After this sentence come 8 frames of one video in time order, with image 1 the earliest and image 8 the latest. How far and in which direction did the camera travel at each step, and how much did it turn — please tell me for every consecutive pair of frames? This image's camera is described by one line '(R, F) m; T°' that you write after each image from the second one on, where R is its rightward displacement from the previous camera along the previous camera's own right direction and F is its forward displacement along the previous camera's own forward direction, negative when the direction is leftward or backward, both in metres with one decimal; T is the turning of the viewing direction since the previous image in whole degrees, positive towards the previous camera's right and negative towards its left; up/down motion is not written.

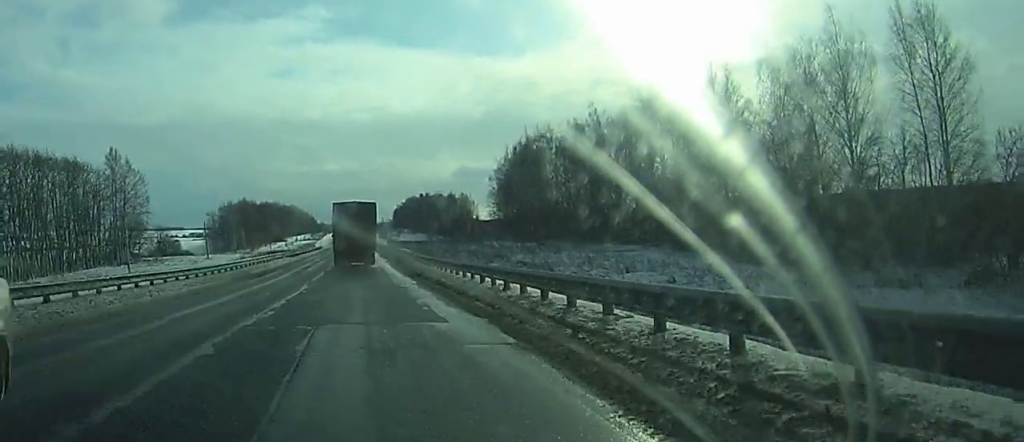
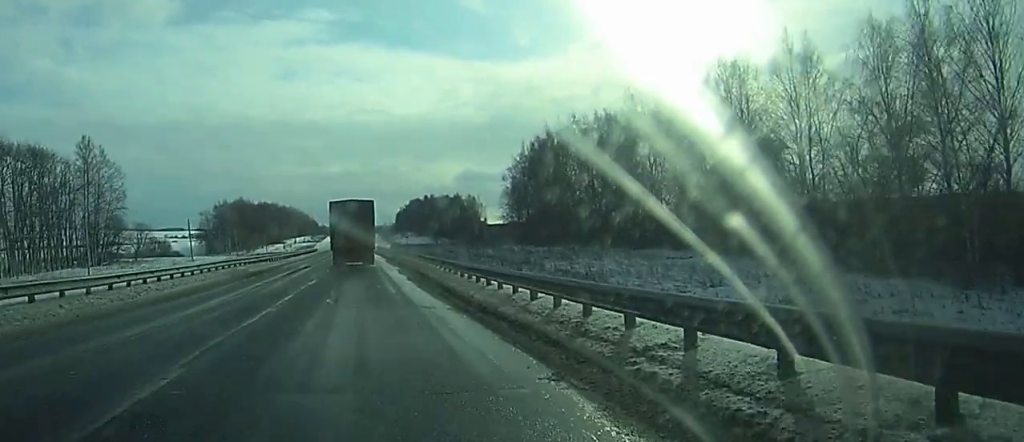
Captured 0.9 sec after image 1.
(+0.2, +20.9) m; +1°
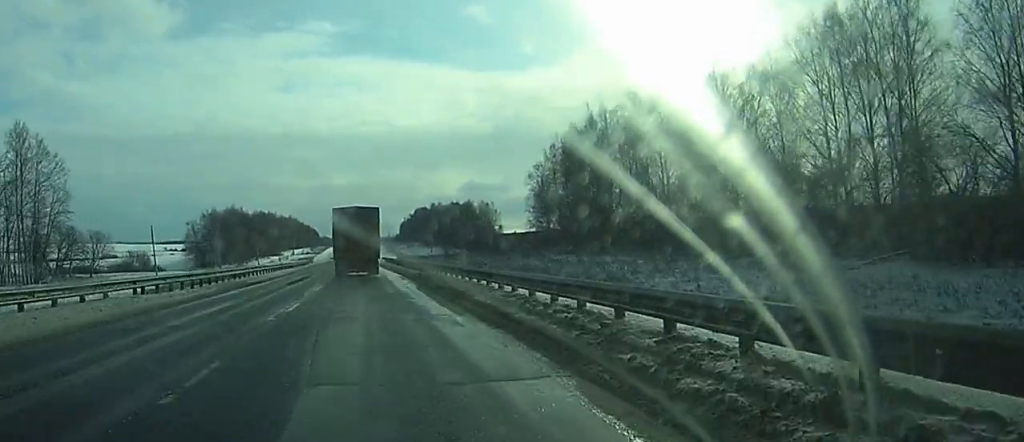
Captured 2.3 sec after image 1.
(-0.1, +35.2) m; -1°
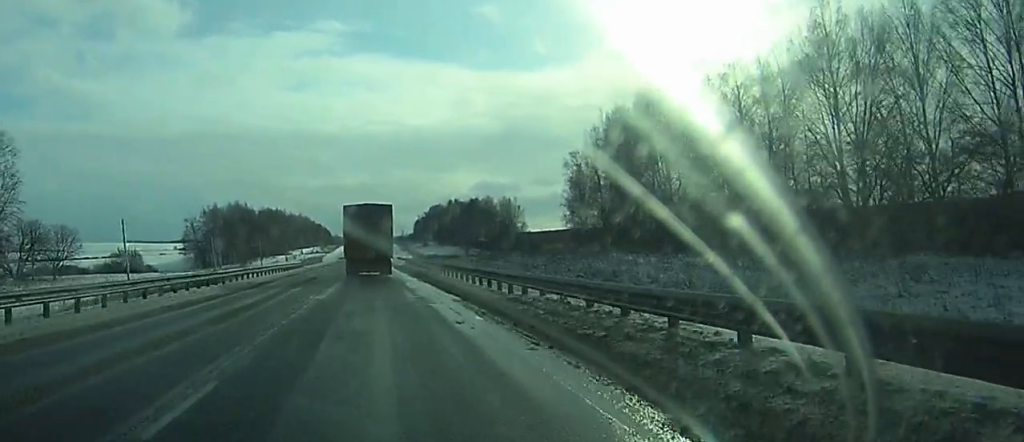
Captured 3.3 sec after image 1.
(-0.1, +25.8) m; 0°
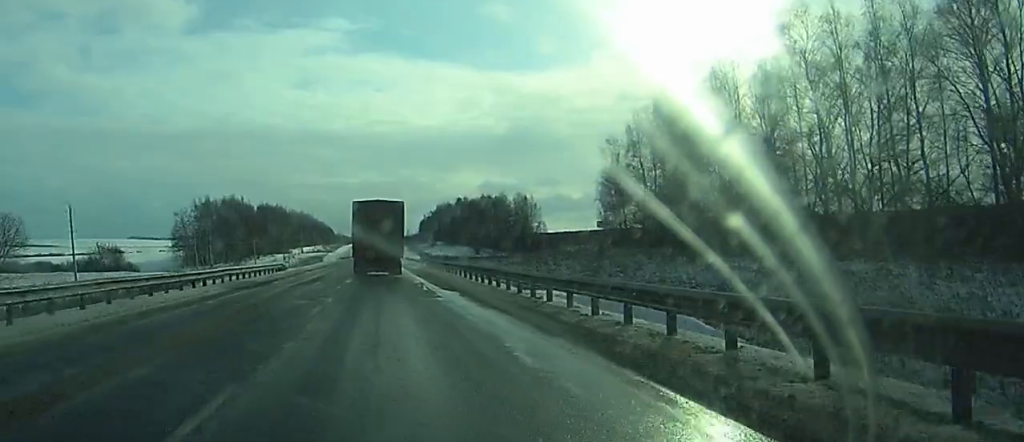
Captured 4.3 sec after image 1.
(+0.1, +25.2) m; 0°
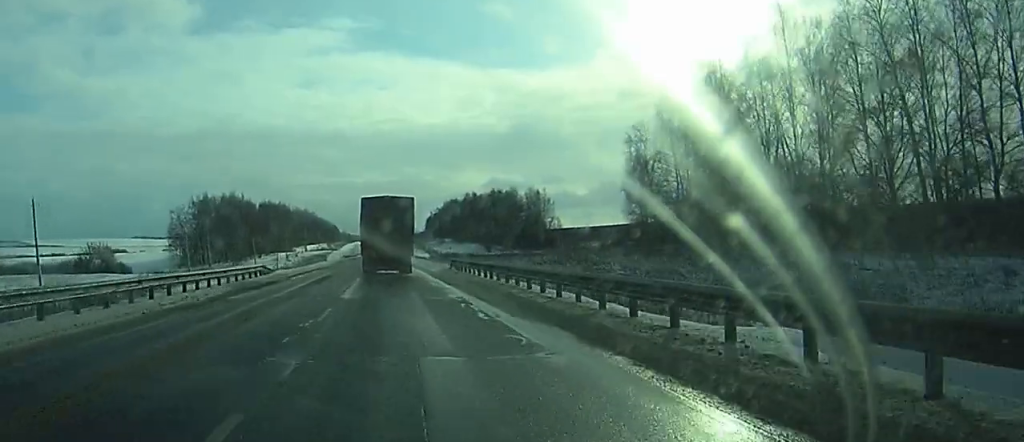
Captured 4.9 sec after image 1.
(0.0, +13.5) m; 0°
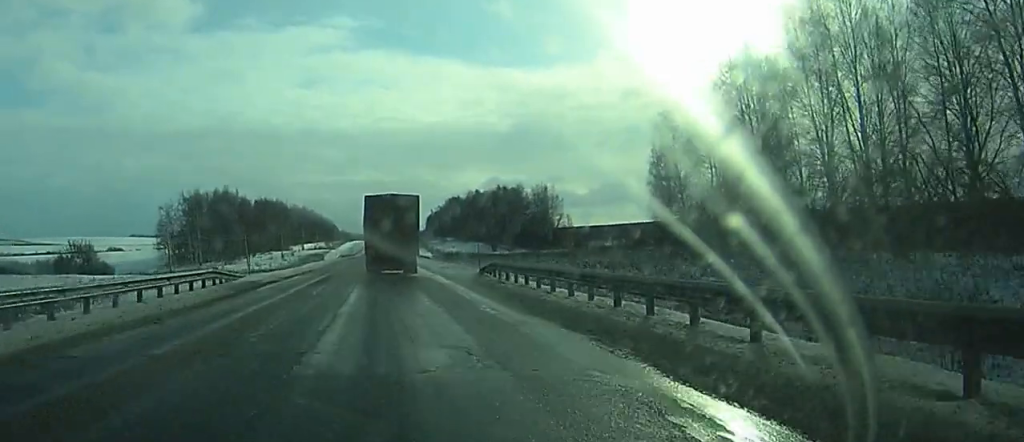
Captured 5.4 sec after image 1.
(0.0, +14.3) m; 0°
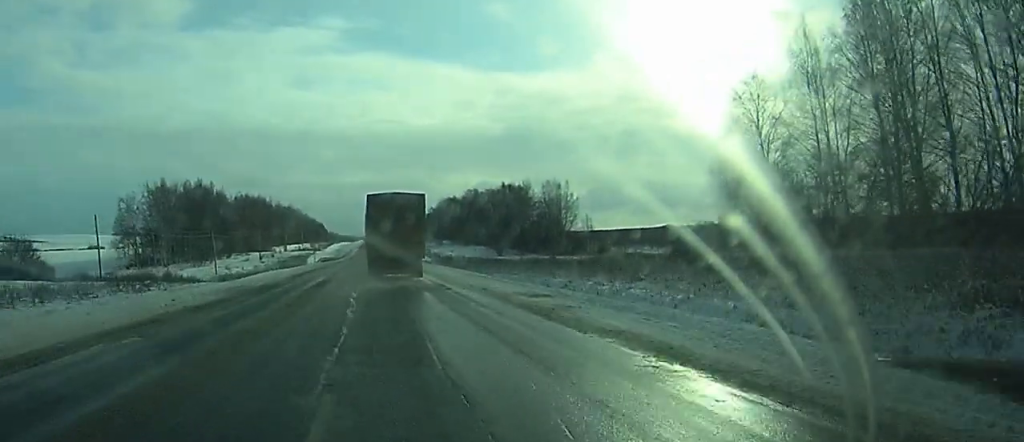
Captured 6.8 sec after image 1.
(-0.3, +33.5) m; -1°
